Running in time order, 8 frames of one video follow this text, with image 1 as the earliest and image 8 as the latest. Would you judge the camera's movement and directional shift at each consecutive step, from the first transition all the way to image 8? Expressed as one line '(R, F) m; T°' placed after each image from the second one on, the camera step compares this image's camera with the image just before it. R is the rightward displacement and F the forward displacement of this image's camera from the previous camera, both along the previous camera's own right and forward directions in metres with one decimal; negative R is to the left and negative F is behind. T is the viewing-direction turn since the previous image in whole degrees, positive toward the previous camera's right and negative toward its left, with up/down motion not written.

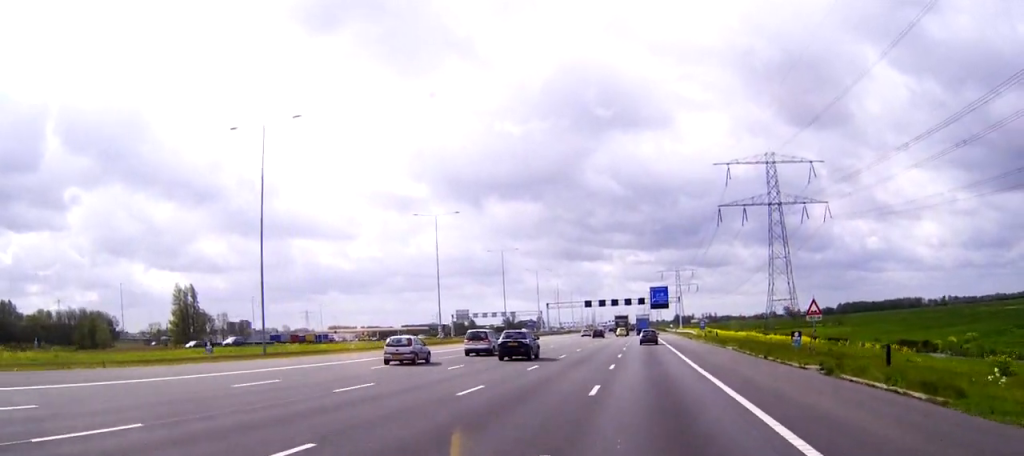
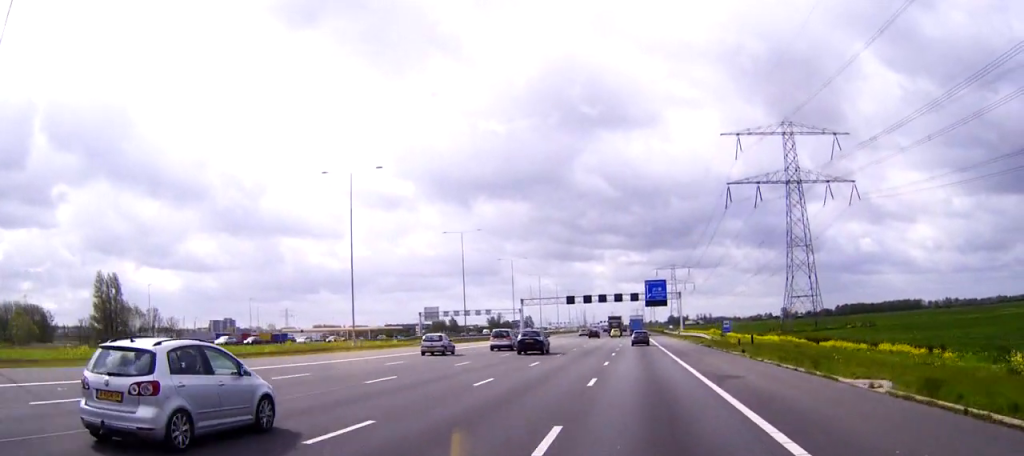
(+0.1, +32.8) m; 0°
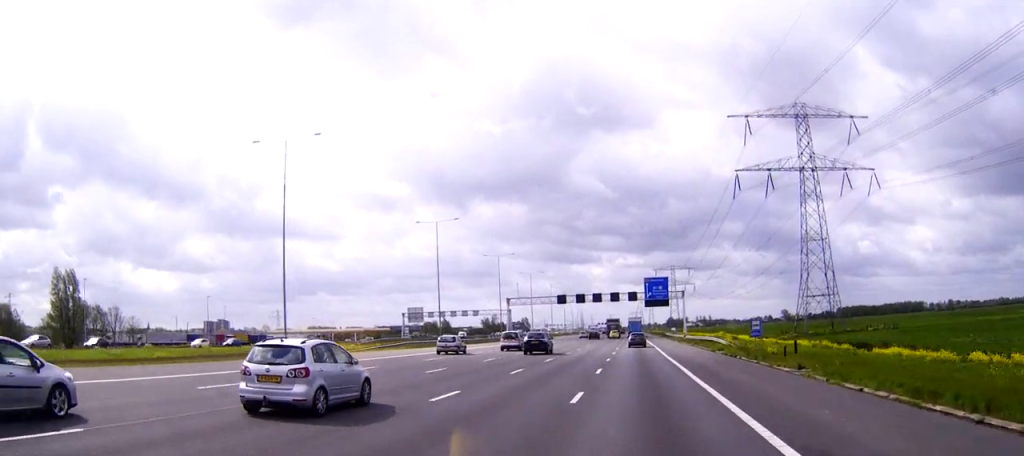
(0.0, +16.5) m; 0°
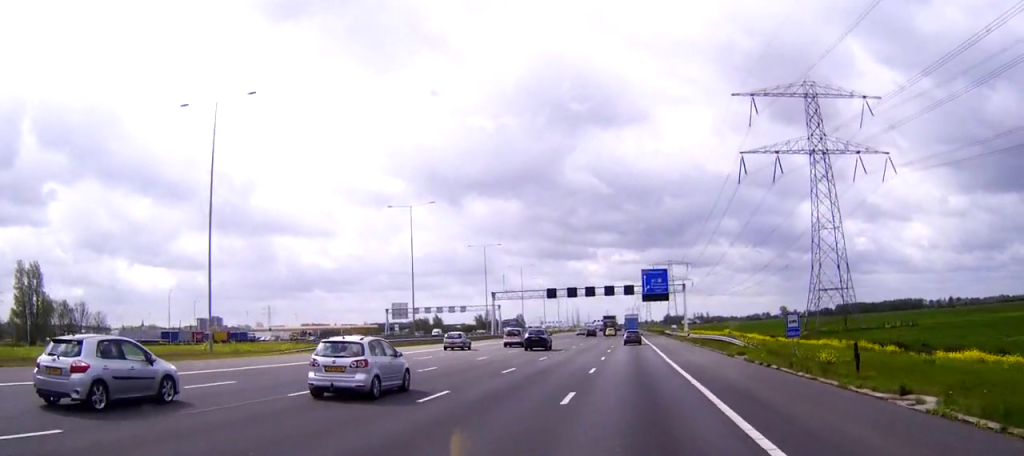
(0.0, +12.4) m; 0°
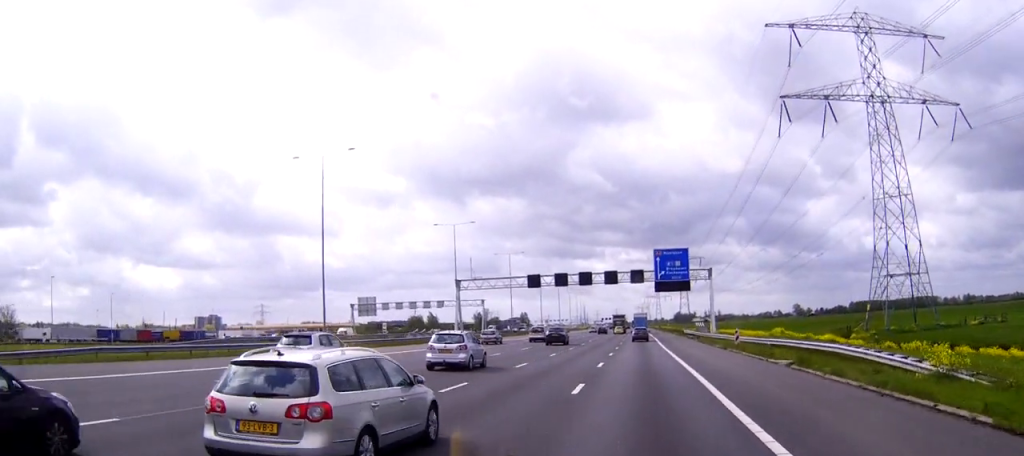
(0.0, +34.5) m; 0°
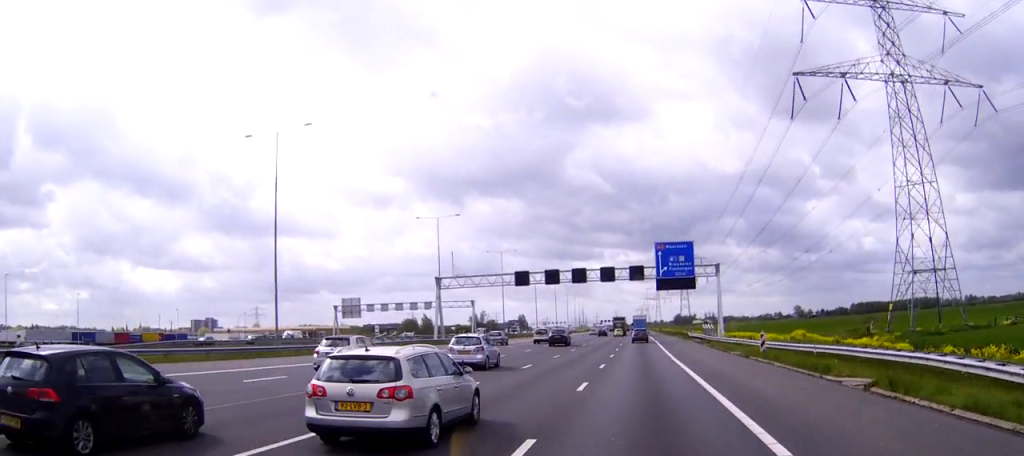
(0.0, +10.3) m; 0°
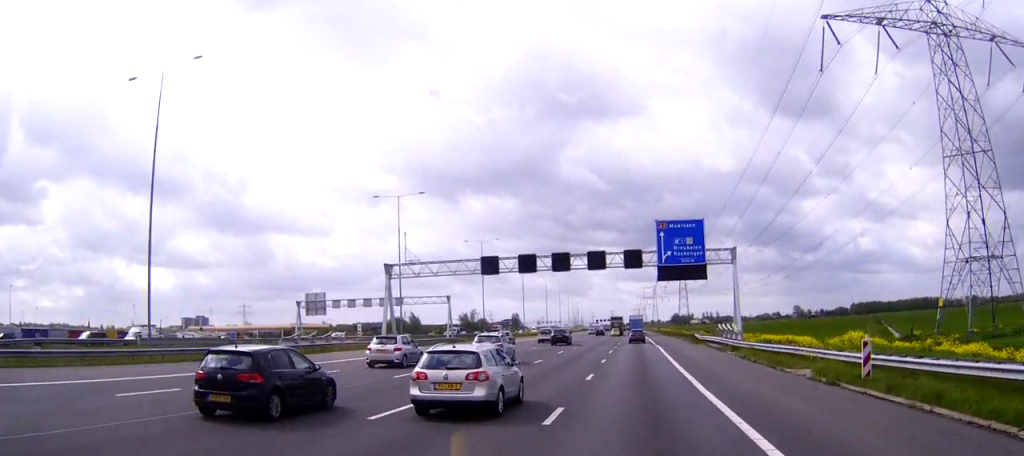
(0.0, +18.7) m; 0°
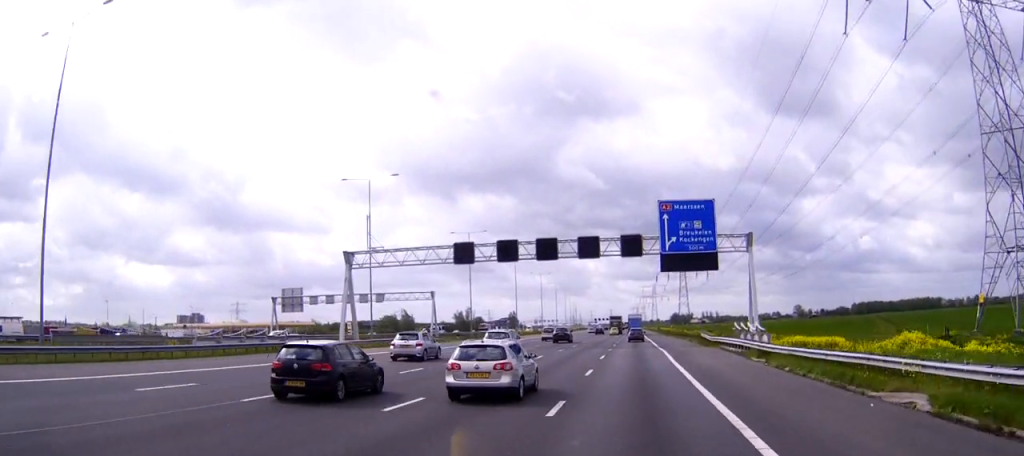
(0.0, +11.1) m; 0°
